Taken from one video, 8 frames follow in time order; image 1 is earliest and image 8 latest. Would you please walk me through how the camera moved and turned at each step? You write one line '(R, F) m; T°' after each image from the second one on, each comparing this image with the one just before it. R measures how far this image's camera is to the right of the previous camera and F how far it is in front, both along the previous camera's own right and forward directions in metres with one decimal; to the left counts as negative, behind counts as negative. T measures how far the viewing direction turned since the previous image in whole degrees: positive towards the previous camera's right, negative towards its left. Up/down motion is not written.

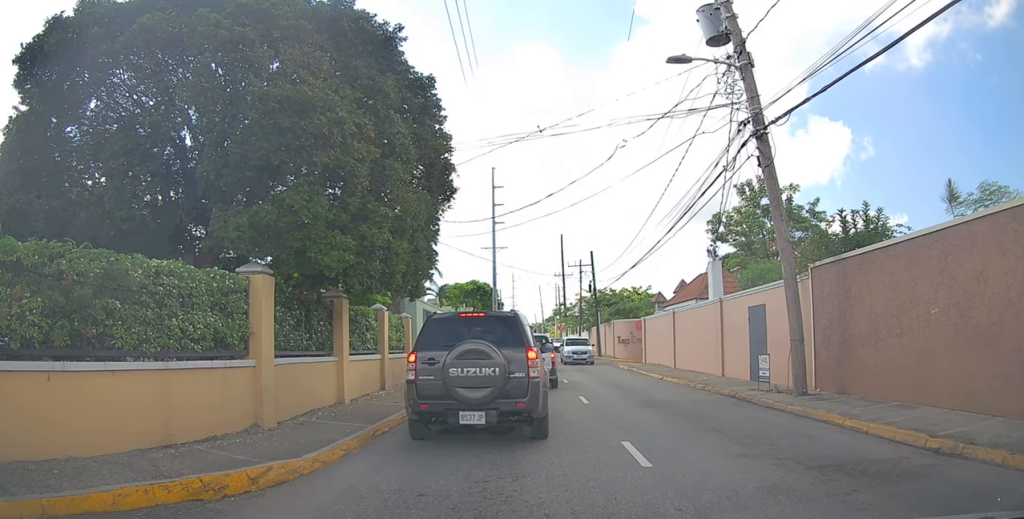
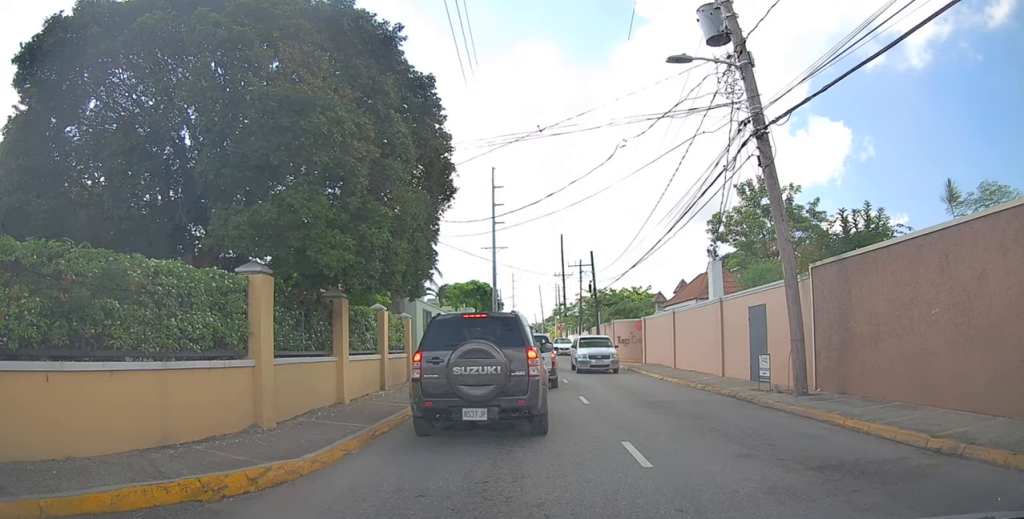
(0.0, 0.0) m; 0°
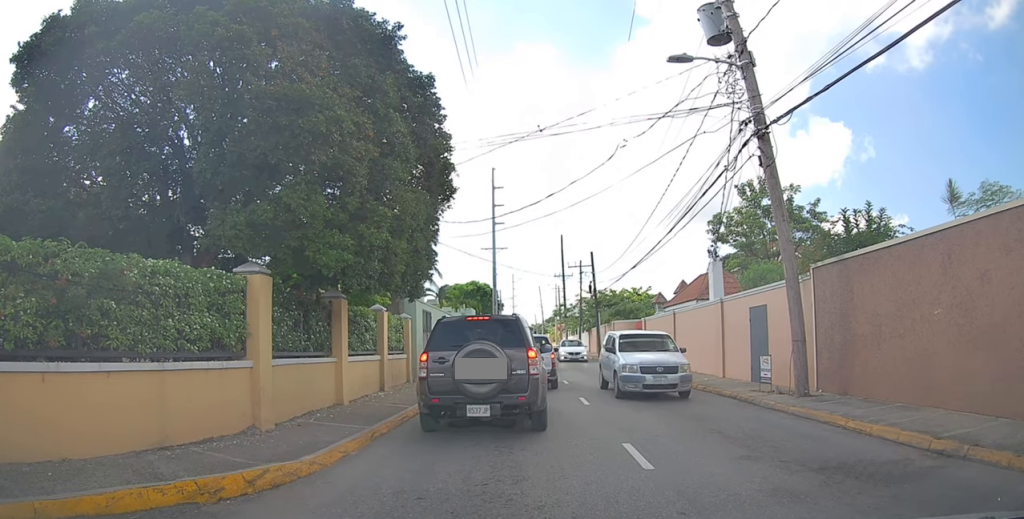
(0.0, 0.0) m; 0°
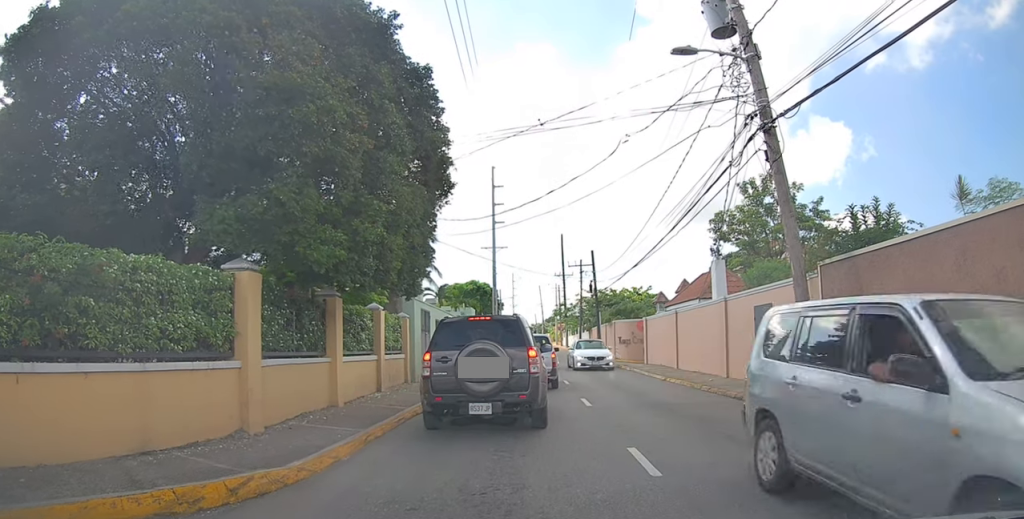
(0.0, +0.2) m; 0°
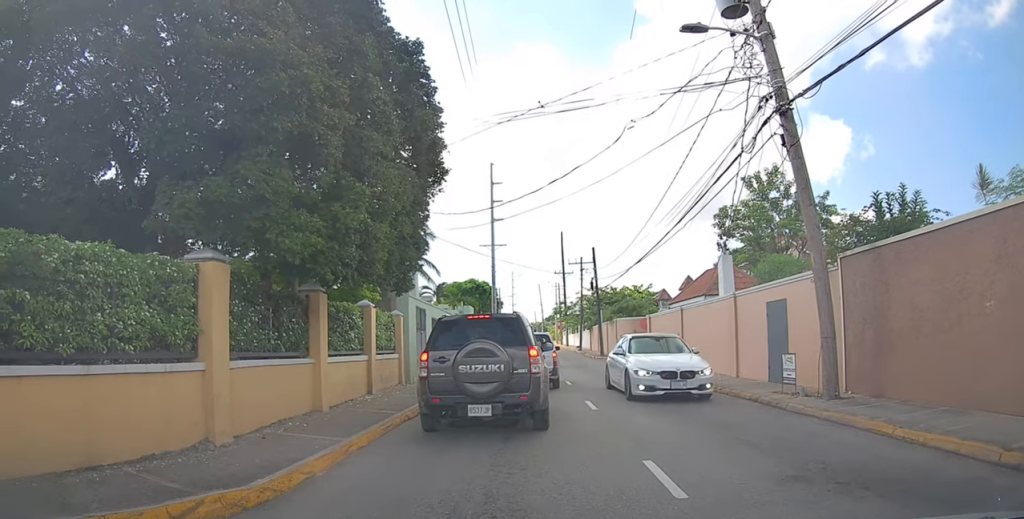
(0.0, +0.3) m; 0°
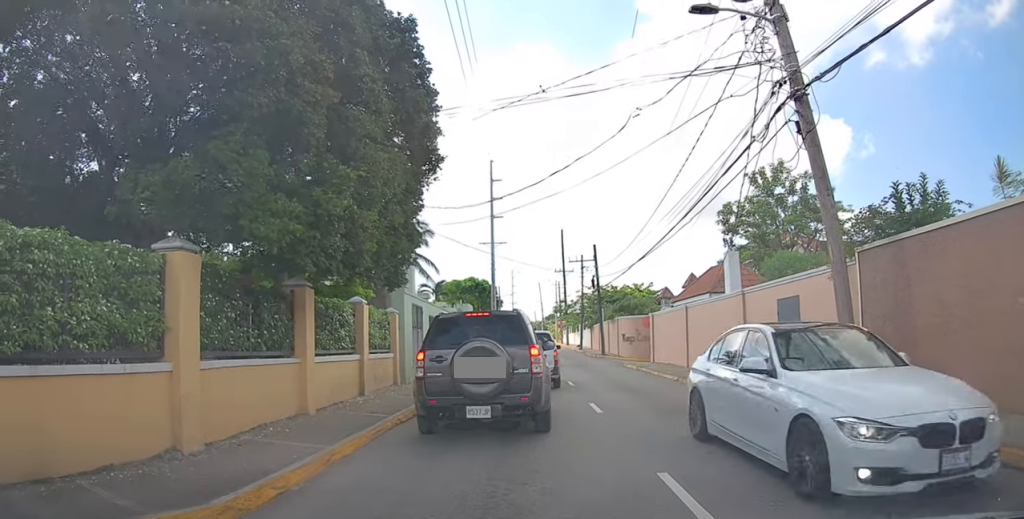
(0.0, +0.3) m; 0°
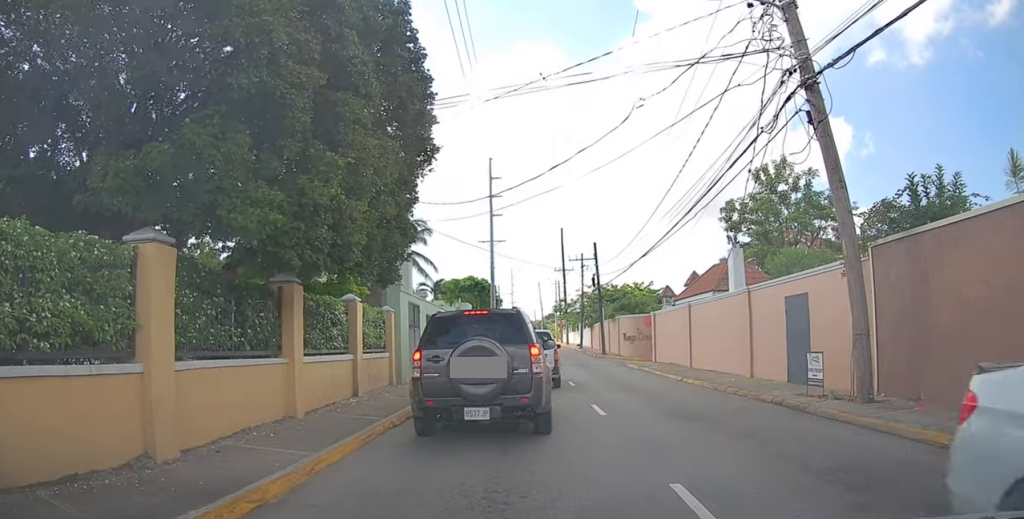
(0.0, +0.2) m; 0°
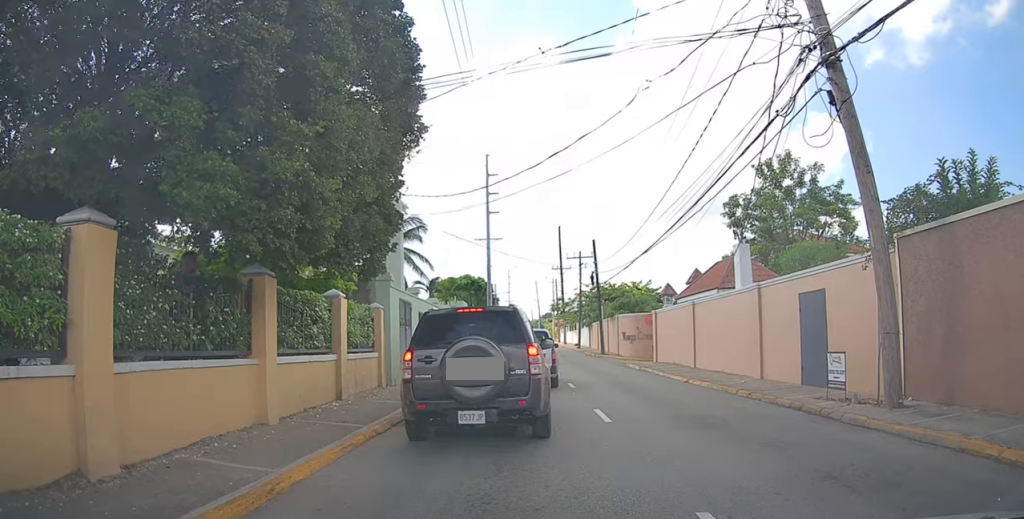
(0.0, +0.7) m; 0°
